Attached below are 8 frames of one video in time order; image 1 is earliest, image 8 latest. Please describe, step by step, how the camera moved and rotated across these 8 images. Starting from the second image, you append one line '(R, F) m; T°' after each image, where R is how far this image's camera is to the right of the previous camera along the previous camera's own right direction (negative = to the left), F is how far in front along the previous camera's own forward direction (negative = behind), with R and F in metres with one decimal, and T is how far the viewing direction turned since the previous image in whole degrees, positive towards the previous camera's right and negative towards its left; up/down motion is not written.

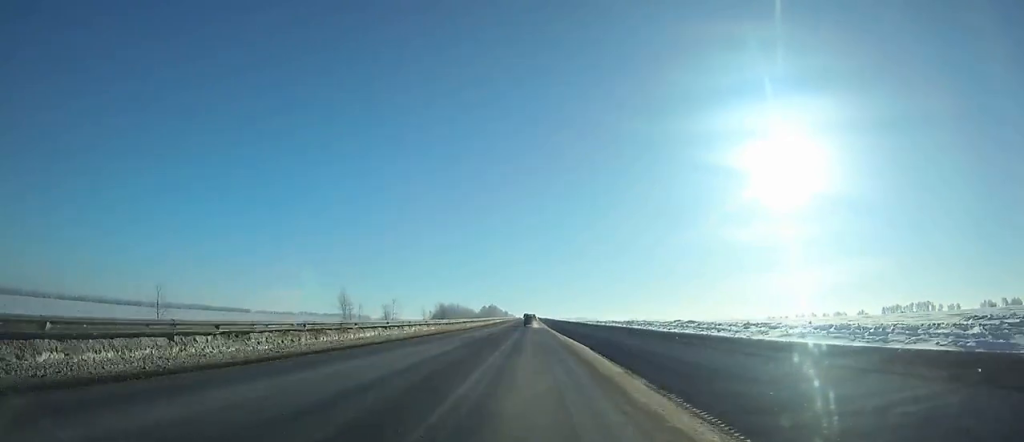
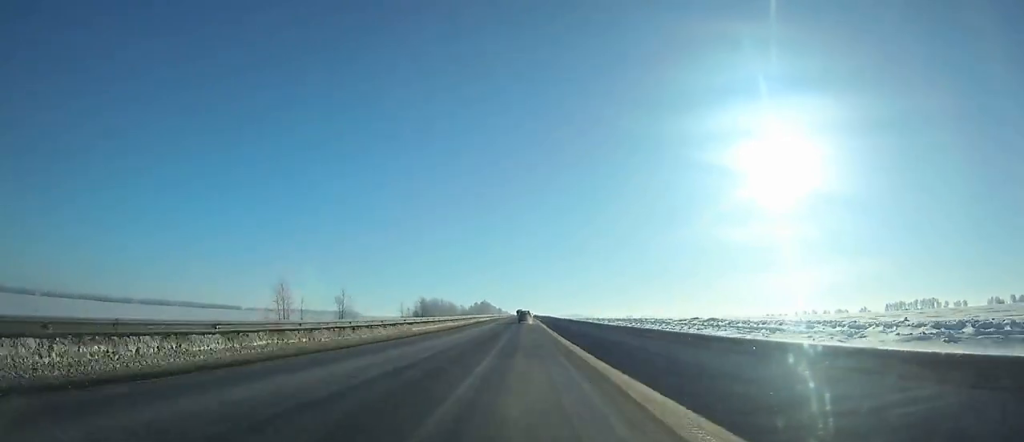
(0.0, +28.5) m; 0°
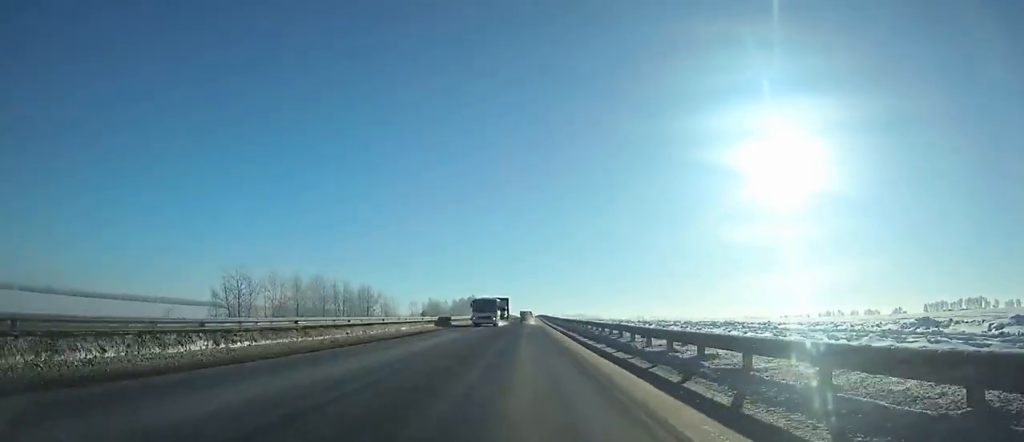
(+0.1, +112.7) m; 0°
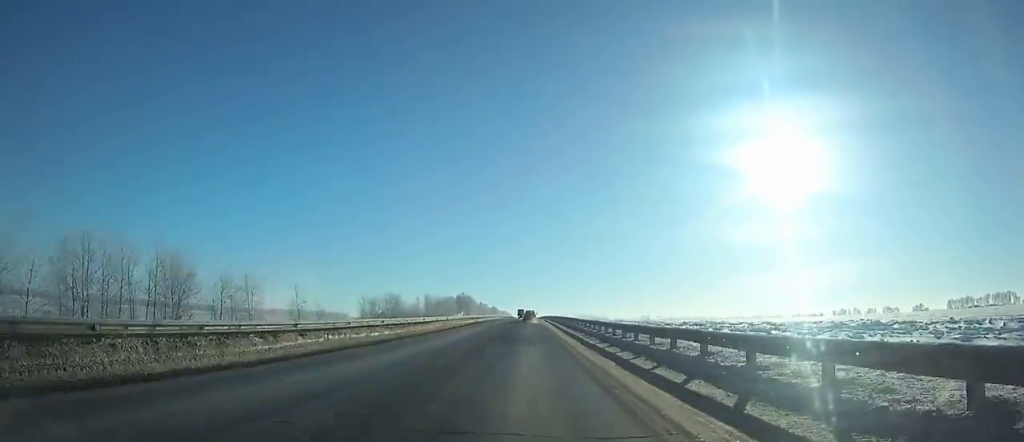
(+0.2, +61.8) m; 0°
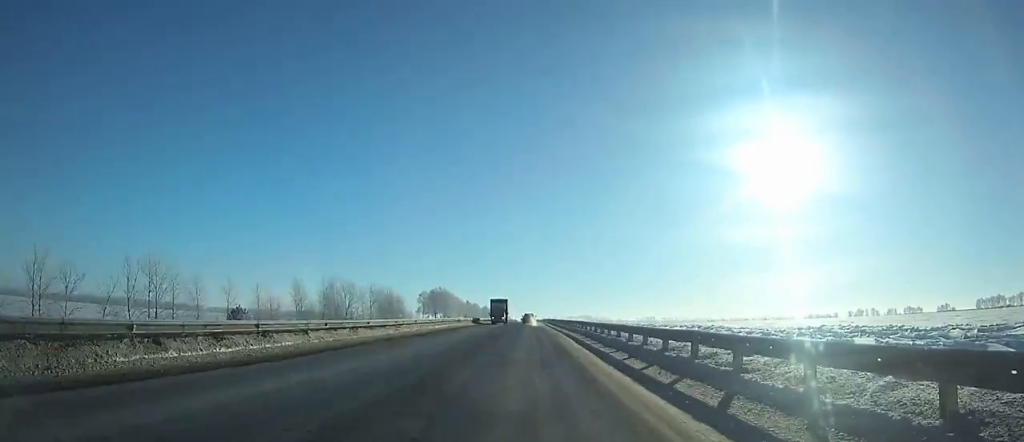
(-0.1, +76.5) m; 0°
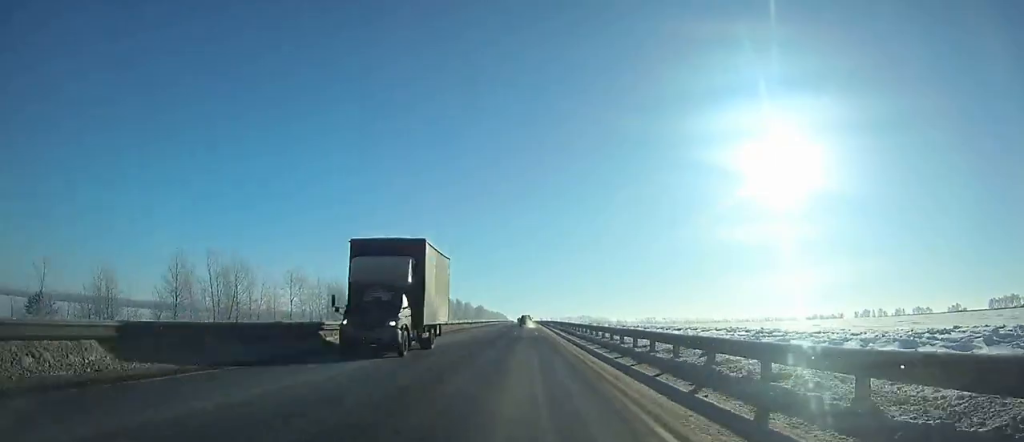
(0.0, +36.1) m; 0°
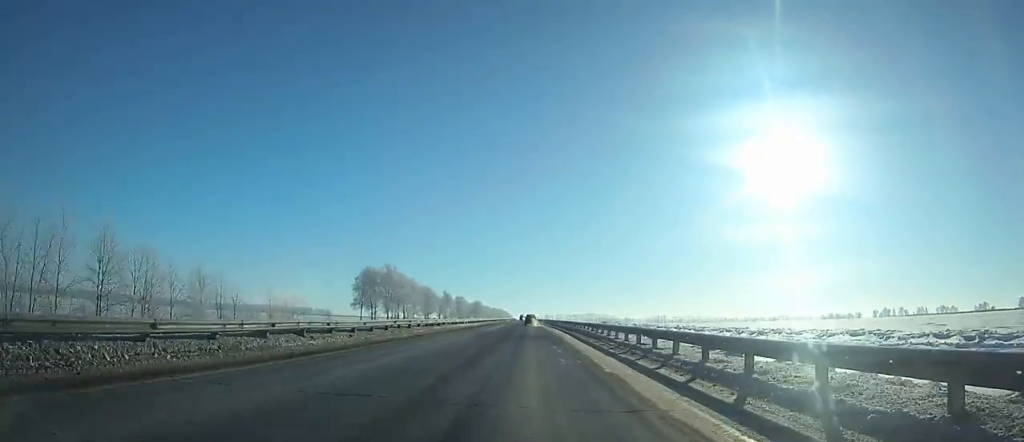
(-0.1, +56.5) m; 0°
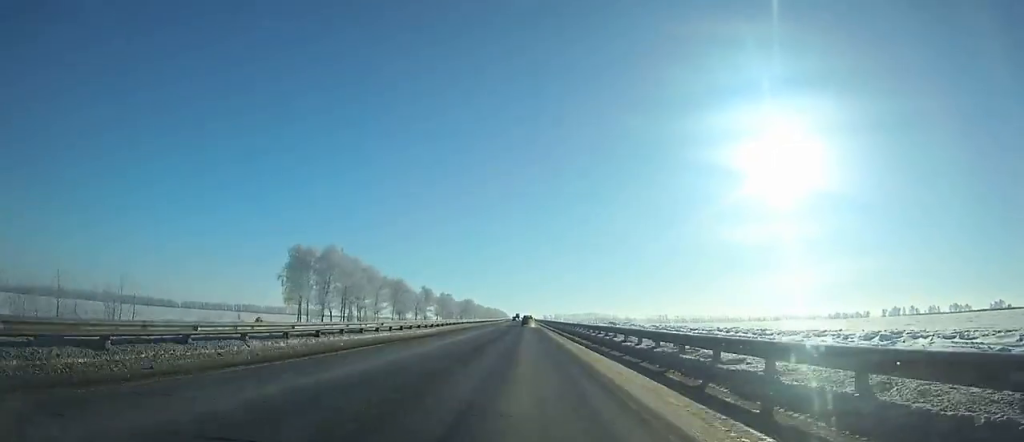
(0.0, +40.7) m; 0°
